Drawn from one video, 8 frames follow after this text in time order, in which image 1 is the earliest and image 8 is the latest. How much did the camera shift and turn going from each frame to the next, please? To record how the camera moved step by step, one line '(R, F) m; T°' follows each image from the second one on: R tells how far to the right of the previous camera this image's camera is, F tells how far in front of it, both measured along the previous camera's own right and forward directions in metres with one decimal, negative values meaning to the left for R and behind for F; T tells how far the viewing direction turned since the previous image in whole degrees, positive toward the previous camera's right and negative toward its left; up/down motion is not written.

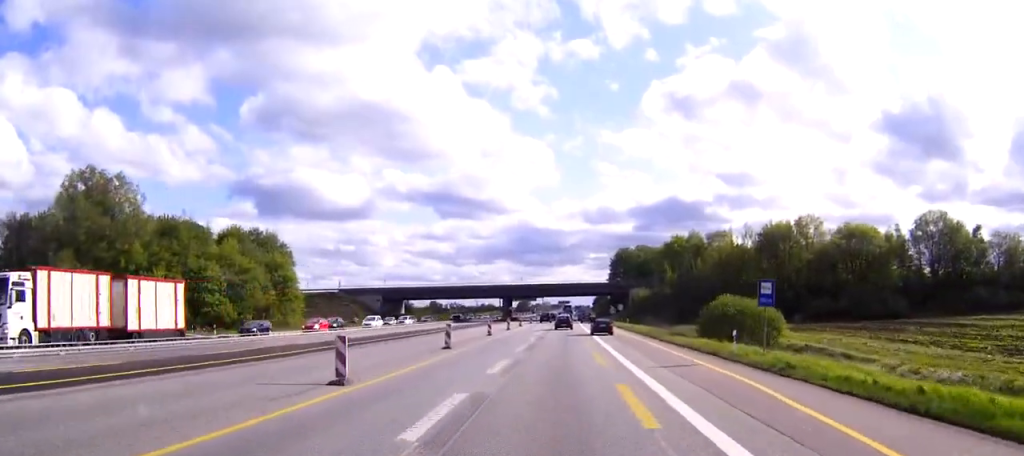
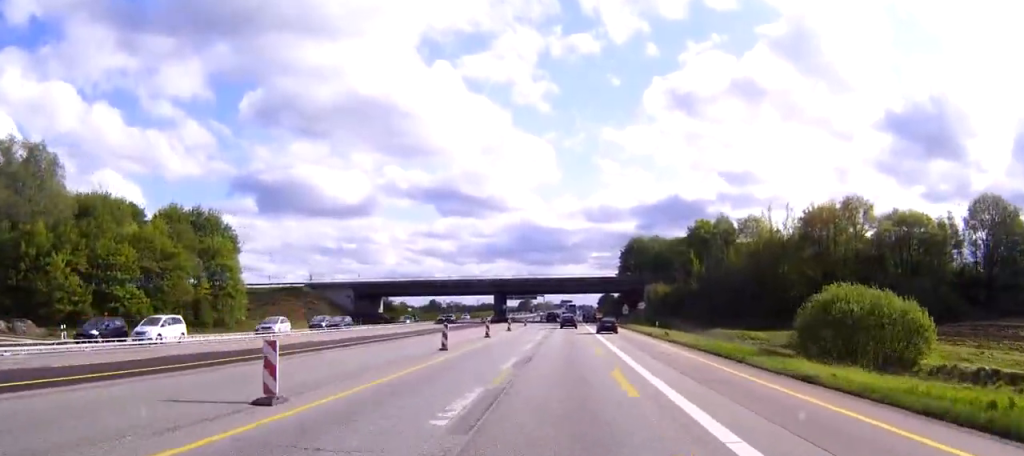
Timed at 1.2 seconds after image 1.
(0.0, +22.3) m; 0°
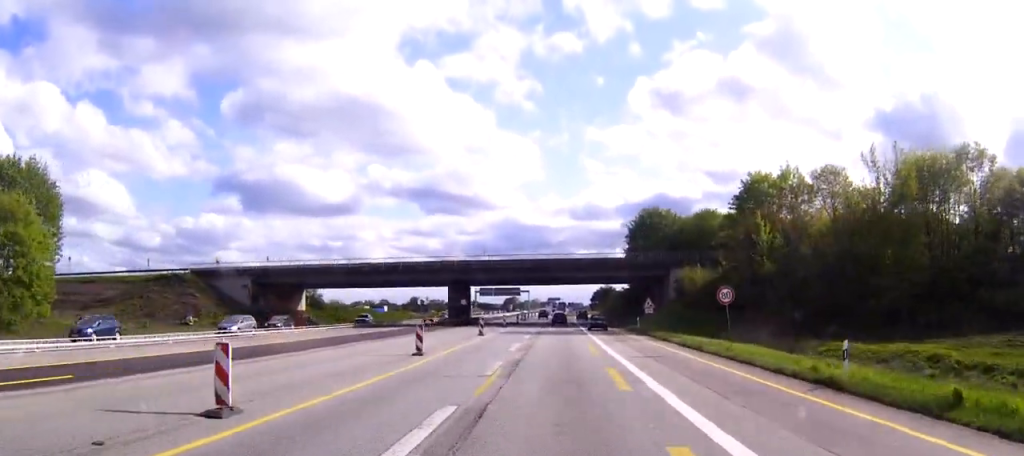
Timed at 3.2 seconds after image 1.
(+0.1, +39.3) m; 0°
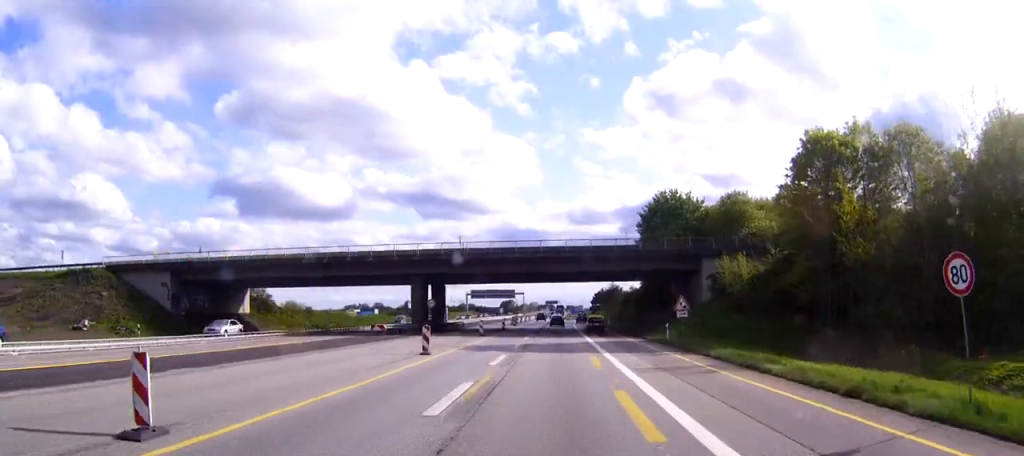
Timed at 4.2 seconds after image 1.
(+0.1, +19.6) m; 0°
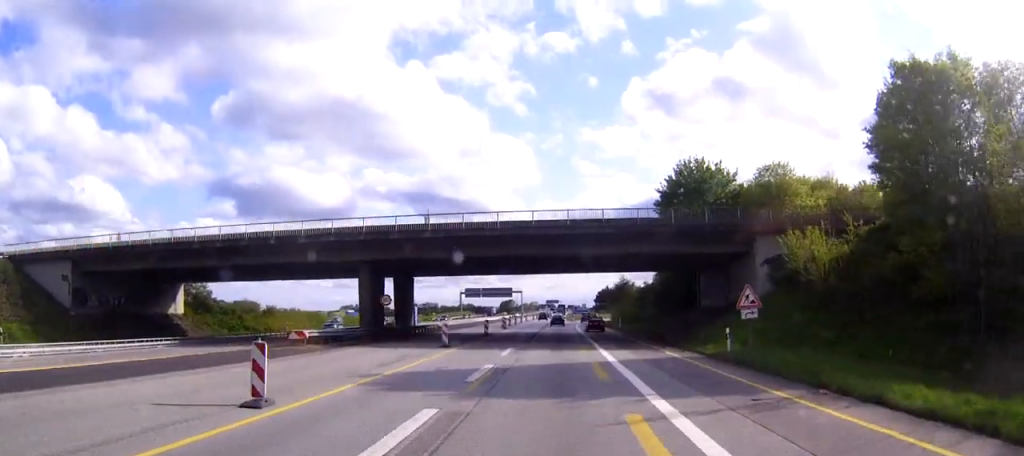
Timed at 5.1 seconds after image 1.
(0.0, +17.2) m; 0°
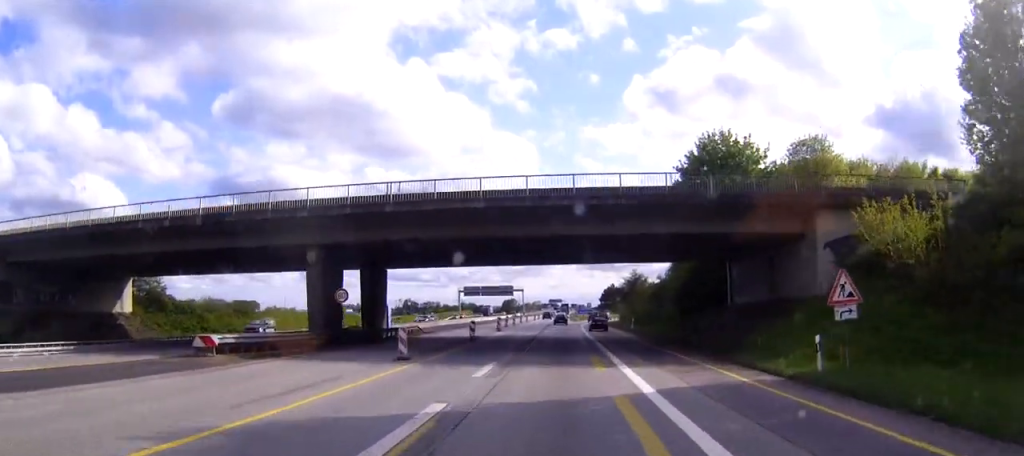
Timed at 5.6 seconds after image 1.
(0.0, +10.7) m; 0°
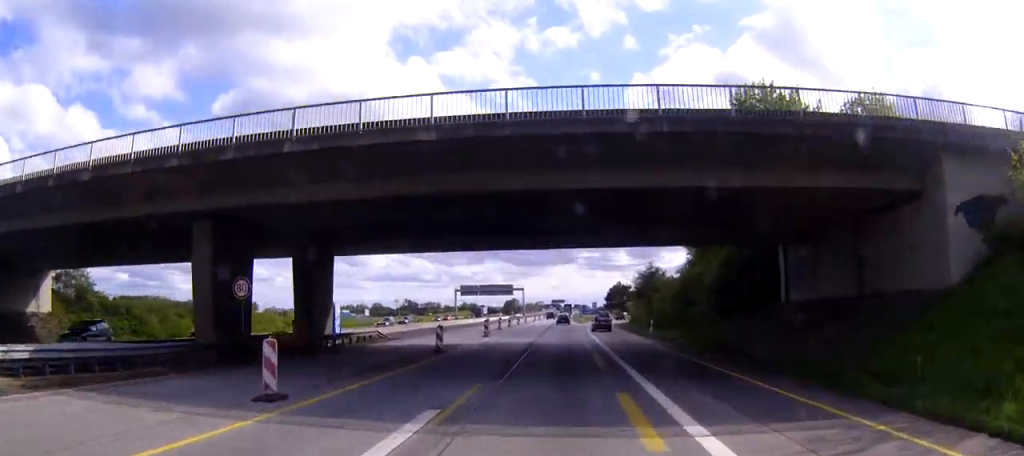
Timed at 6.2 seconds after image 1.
(0.0, +12.8) m; 0°
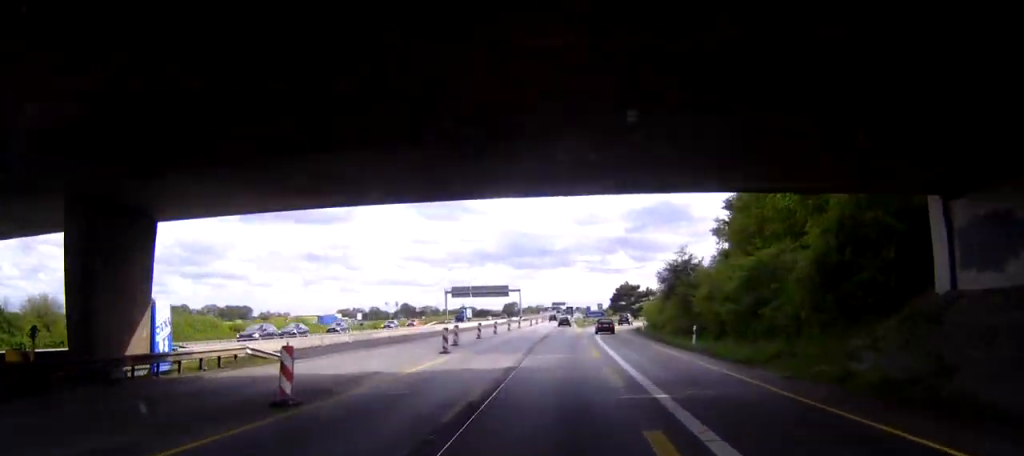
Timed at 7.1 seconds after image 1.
(0.0, +18.4) m; 0°
